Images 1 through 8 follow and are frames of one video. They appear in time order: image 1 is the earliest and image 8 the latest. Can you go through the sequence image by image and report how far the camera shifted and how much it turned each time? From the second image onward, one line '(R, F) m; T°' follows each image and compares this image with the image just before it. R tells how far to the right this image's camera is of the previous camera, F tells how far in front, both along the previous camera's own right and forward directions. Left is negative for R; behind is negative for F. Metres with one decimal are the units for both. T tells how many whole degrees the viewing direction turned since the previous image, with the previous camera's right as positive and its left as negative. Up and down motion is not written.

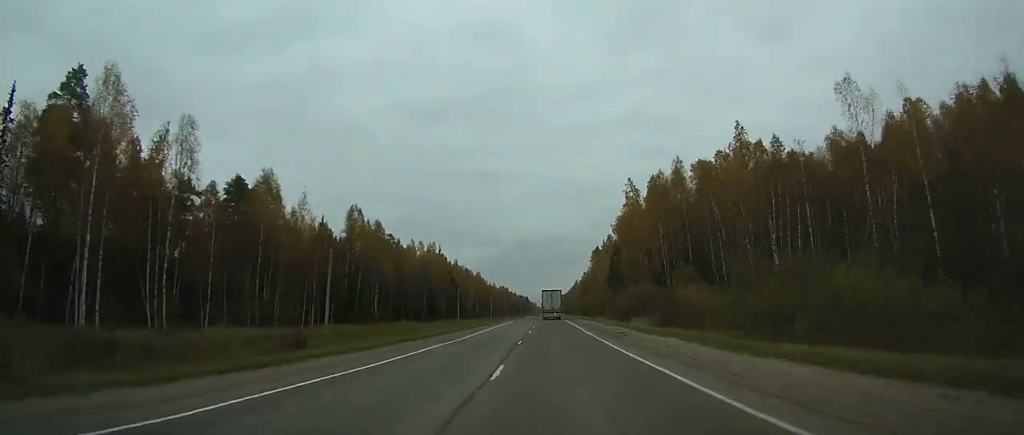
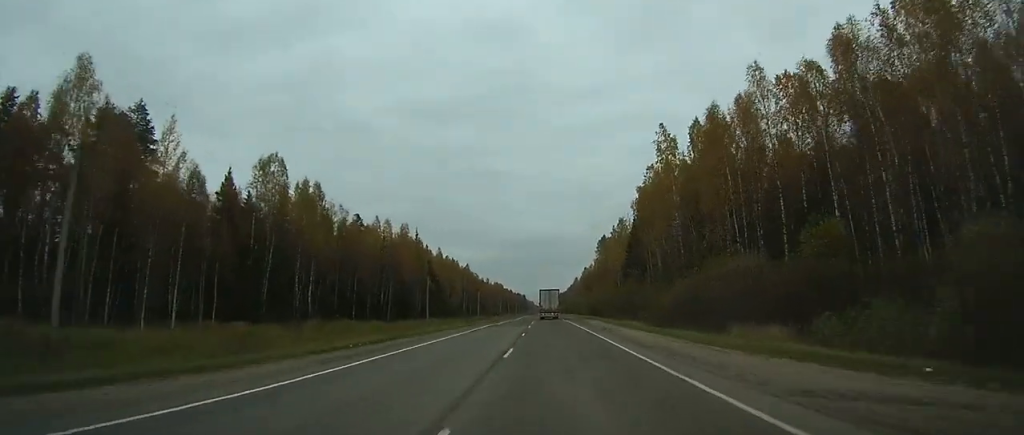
(0.0, +30.5) m; 0°
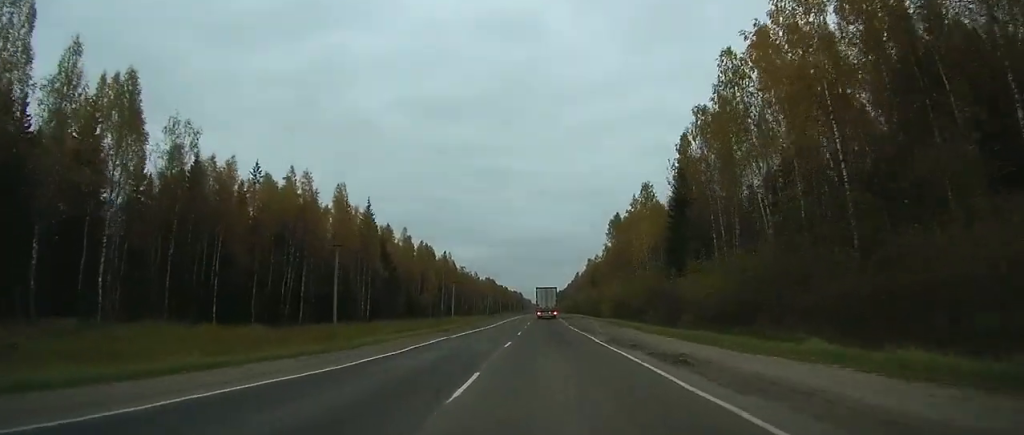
(+0.2, +43.2) m; +1°
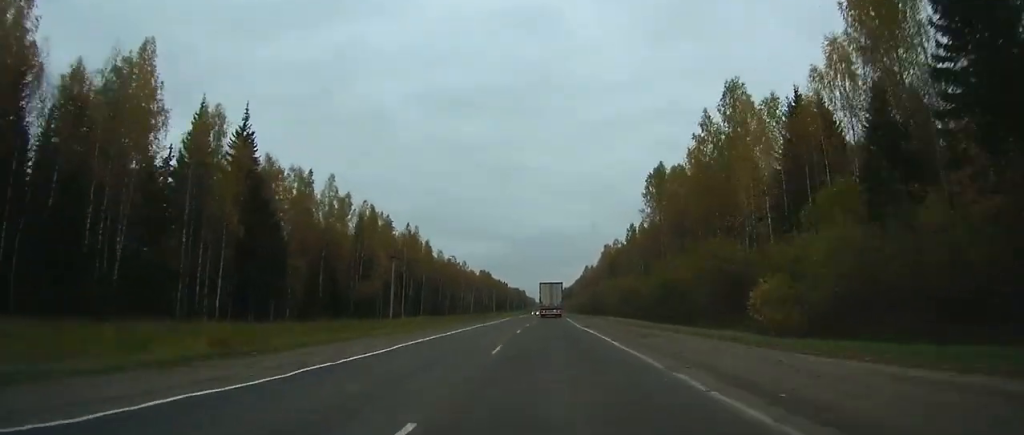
(+0.1, +55.1) m; 0°
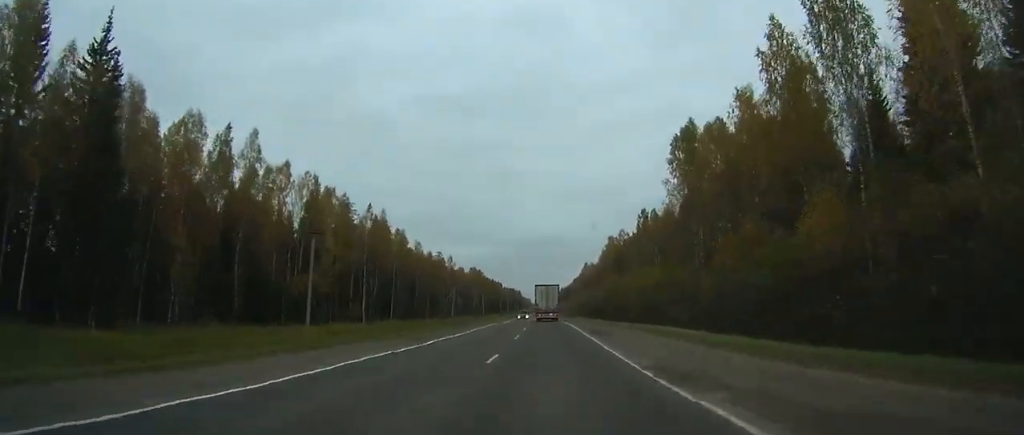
(0.0, +25.2) m; 0°
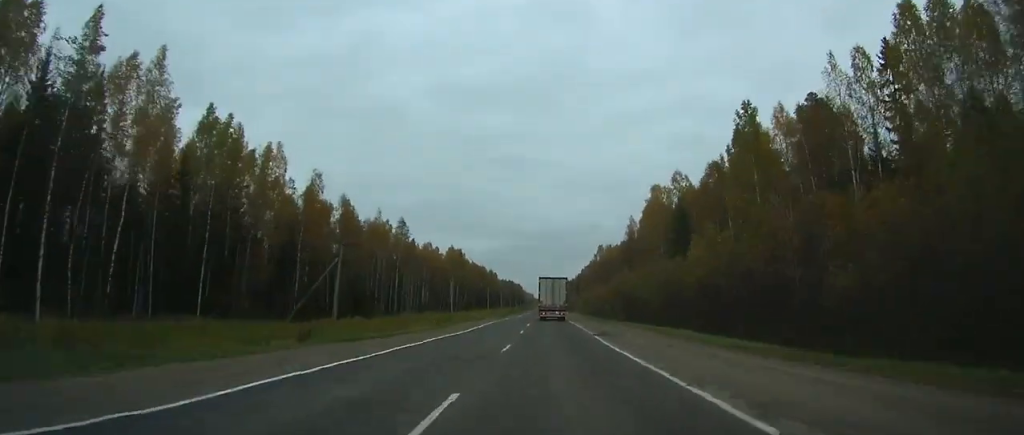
(-0.7, +66.4) m; -1°
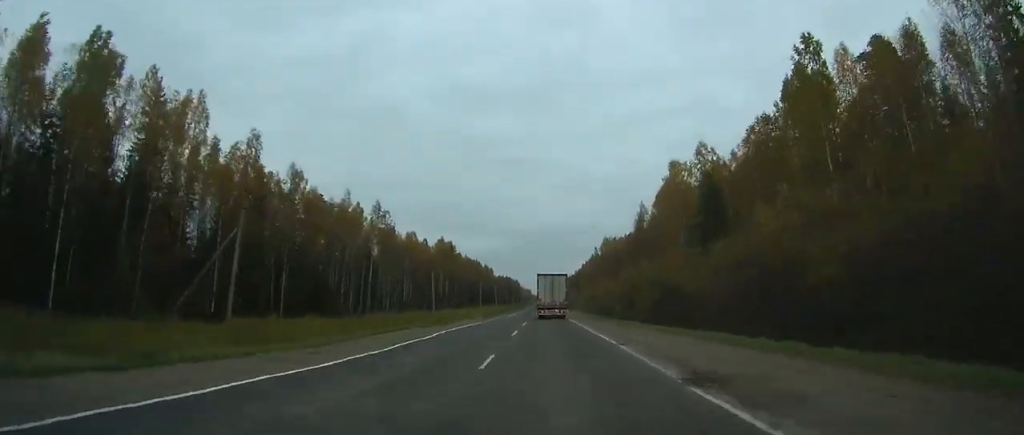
(0.0, +17.4) m; 0°
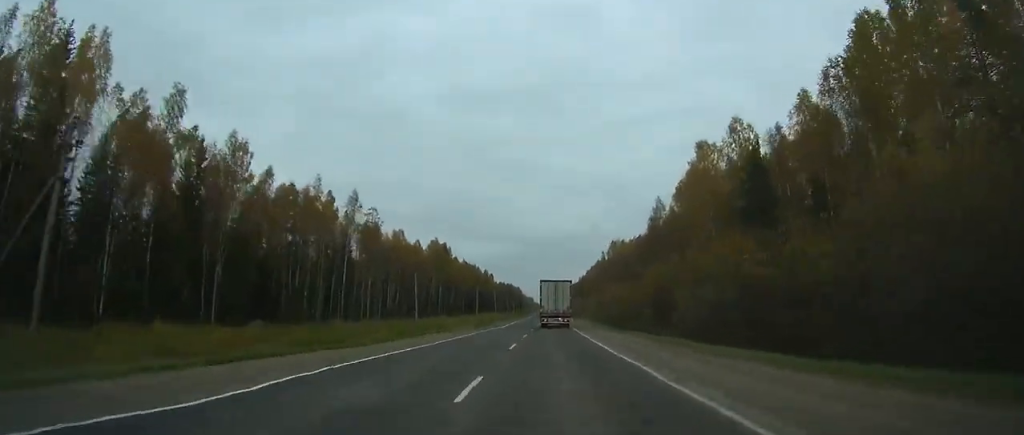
(+0.1, +15.6) m; 0°
